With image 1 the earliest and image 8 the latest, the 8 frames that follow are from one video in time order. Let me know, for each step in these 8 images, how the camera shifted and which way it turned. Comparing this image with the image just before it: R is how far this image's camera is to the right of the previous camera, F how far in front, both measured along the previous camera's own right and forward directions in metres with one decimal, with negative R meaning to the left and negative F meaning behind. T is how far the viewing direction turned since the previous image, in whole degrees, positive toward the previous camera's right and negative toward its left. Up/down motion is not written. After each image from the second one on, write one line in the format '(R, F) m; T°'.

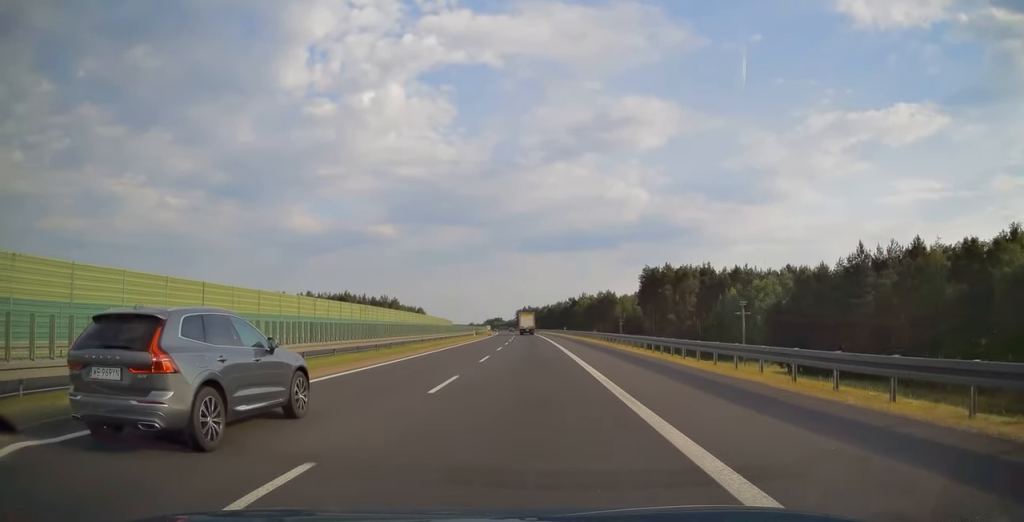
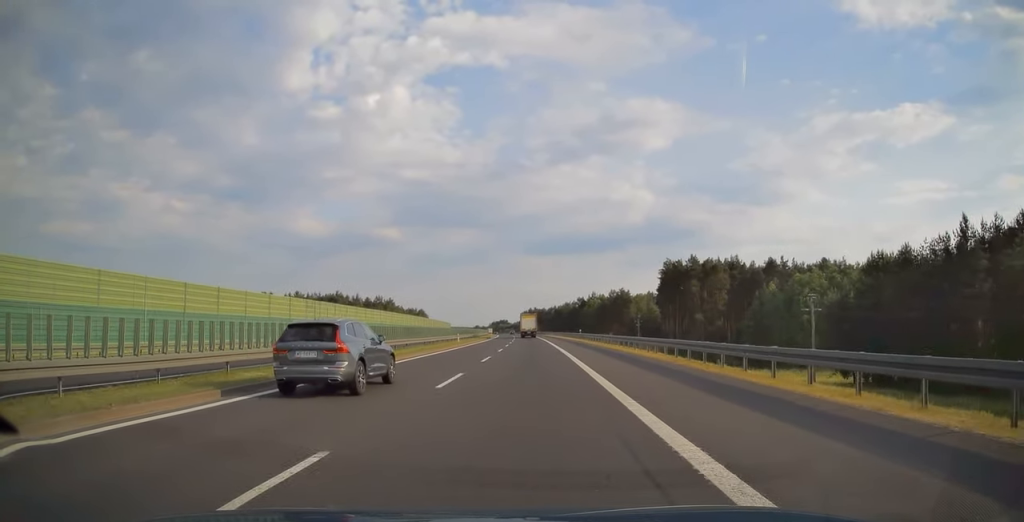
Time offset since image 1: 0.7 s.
(-0.1, +22.7) m; -1°
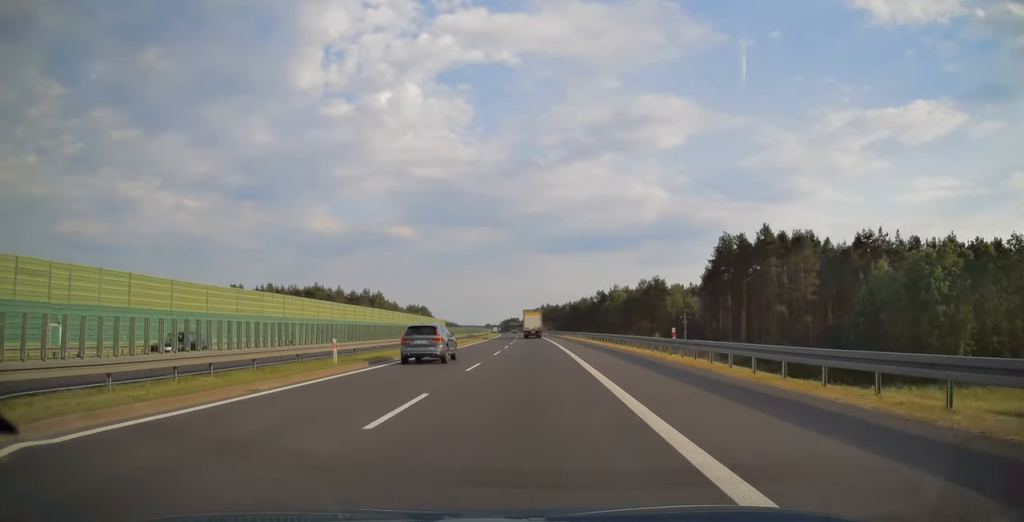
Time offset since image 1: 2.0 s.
(-0.4, +42.3) m; -1°
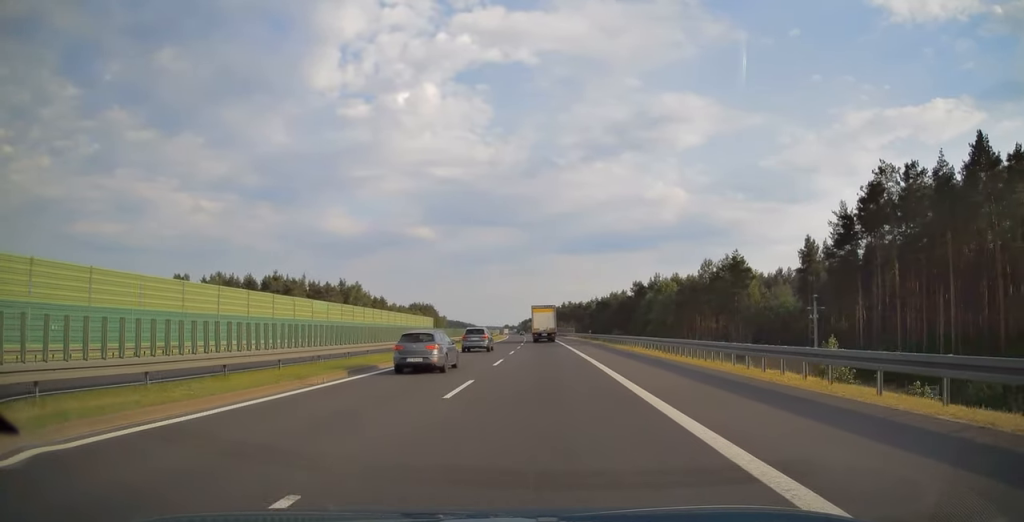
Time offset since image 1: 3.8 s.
(-0.8, +55.2) m; -2°
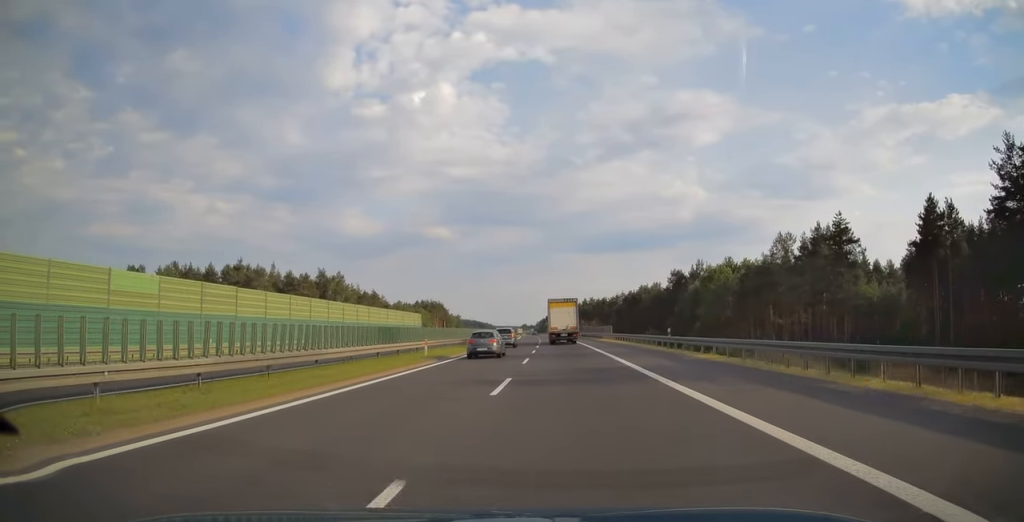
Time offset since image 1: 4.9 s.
(-0.4, +34.9) m; -1°
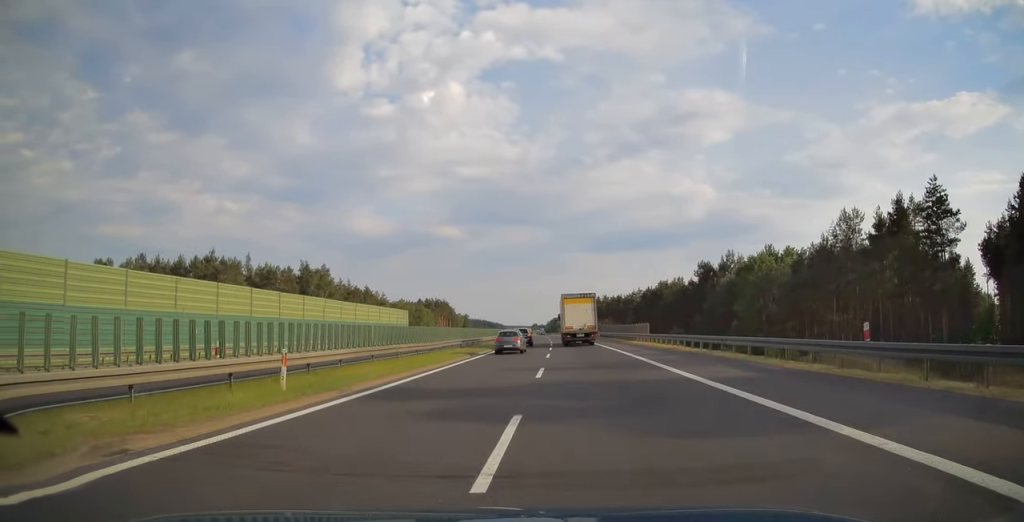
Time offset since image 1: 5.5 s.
(-0.1, +19.4) m; -1°
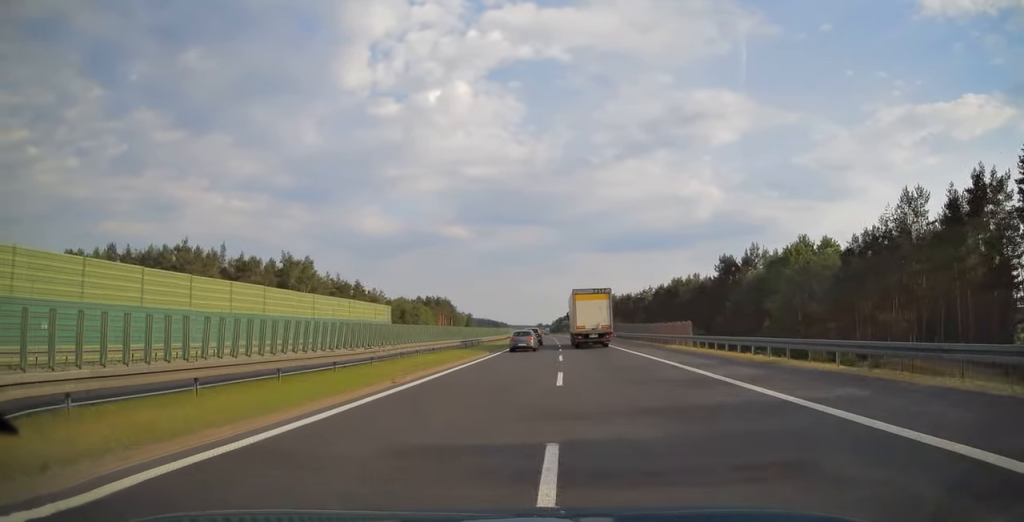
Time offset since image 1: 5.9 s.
(-0.2, +14.3) m; -1°
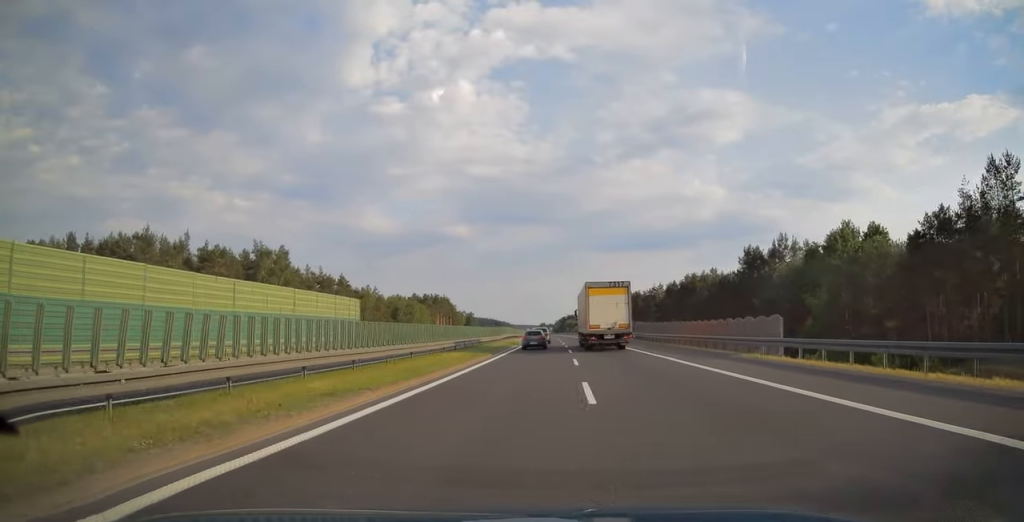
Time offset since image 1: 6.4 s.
(-0.1, +15.4) m; -1°
